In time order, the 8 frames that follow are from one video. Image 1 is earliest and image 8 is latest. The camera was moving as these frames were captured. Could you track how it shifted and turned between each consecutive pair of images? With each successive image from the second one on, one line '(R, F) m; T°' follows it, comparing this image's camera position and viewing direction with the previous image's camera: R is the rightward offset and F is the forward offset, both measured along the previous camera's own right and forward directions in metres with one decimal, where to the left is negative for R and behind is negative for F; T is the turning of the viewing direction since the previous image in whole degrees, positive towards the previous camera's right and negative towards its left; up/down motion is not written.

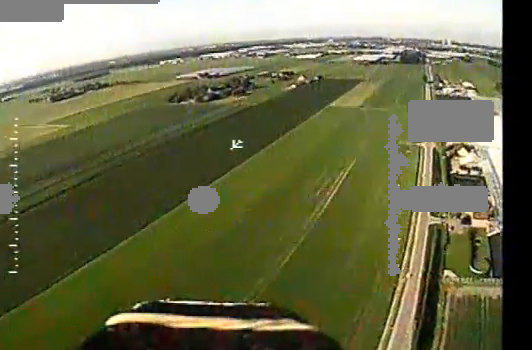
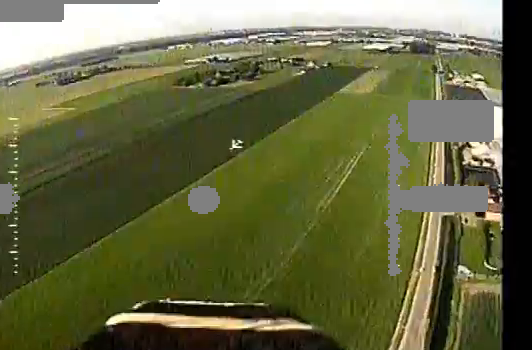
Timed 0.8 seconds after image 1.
(-0.6, +7.6) m; -4°
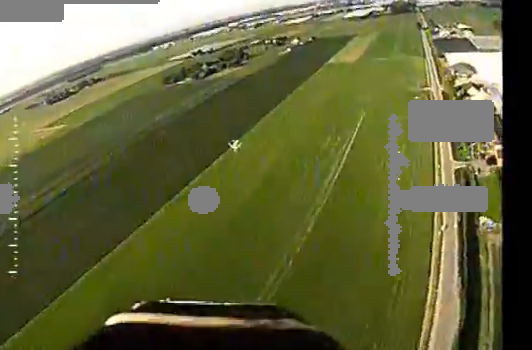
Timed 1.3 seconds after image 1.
(0.0, +4.5) m; 0°
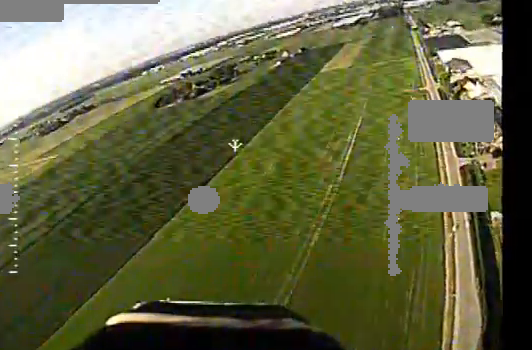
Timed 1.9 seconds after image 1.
(0.0, +6.5) m; +1°
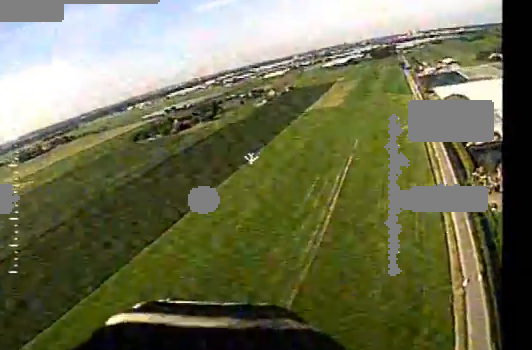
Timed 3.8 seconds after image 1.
(+1.2, +19.0) m; +9°
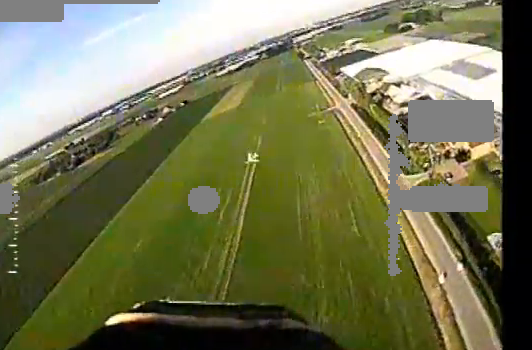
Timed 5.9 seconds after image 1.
(+4.3, +20.7) m; +20°
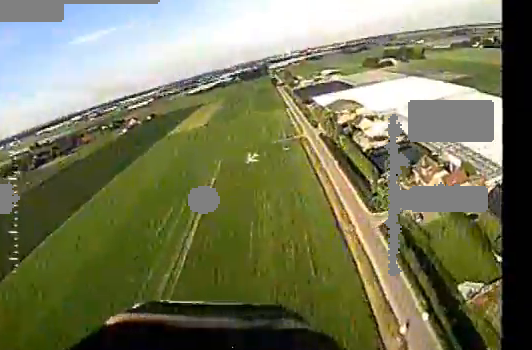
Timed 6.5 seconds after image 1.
(0.0, +6.2) m; 0°
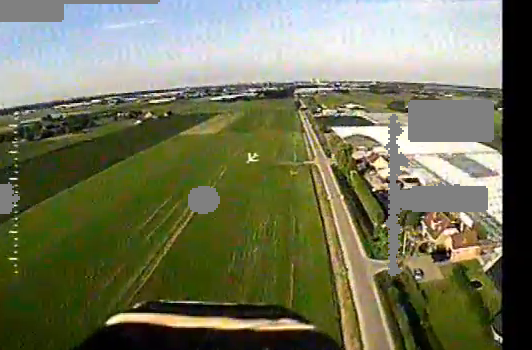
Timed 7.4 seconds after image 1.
(0.0, +9.1) m; 0°
